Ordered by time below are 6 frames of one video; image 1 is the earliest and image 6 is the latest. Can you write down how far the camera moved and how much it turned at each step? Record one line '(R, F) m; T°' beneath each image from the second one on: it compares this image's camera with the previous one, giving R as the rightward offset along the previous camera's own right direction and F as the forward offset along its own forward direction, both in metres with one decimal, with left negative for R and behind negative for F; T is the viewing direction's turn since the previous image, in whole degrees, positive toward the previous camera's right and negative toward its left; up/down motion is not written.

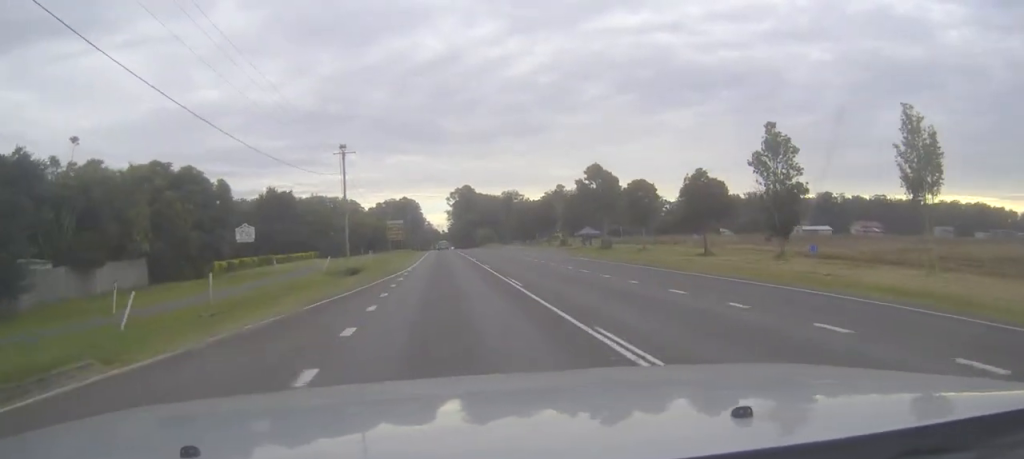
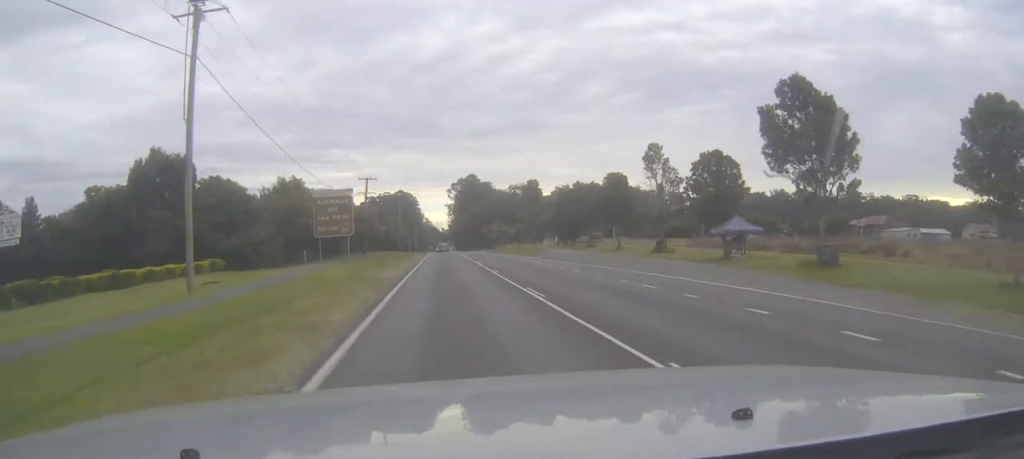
(0.0, +51.5) m; 0°
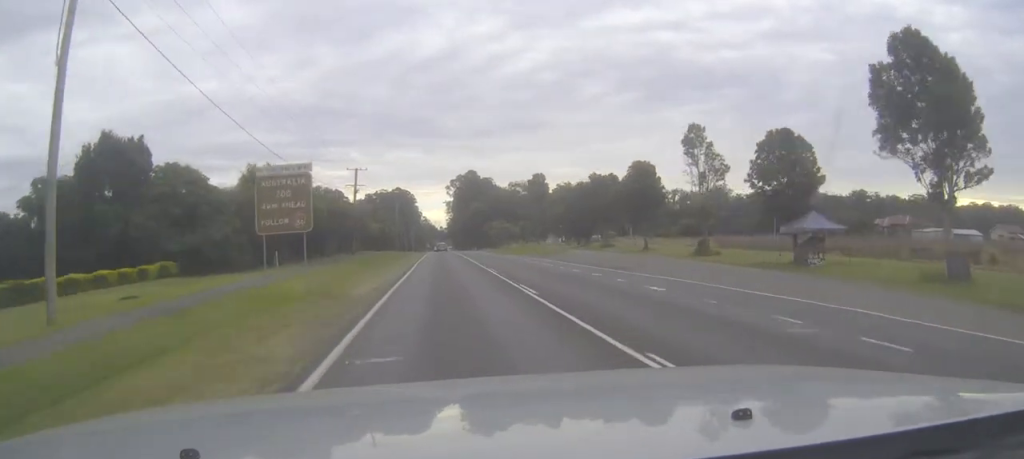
(0.0, +11.5) m; 0°
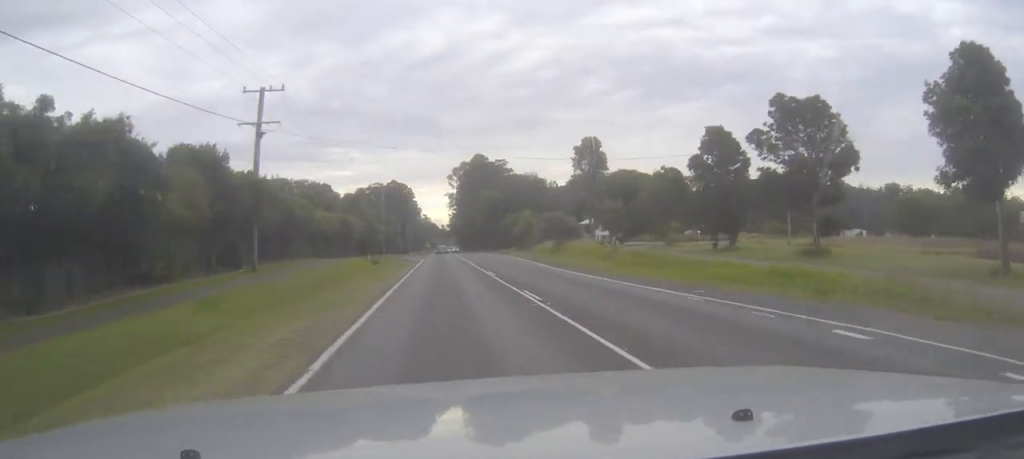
(0.0, +49.4) m; 0°
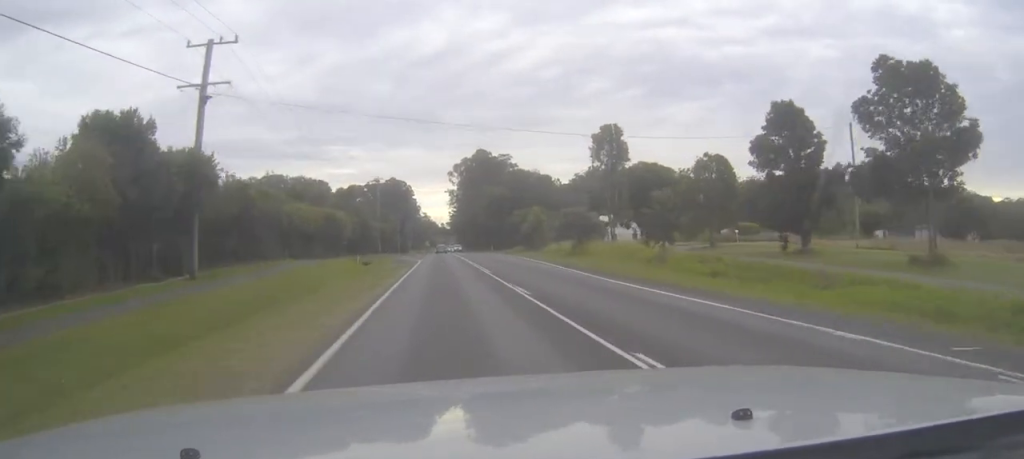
(0.0, +10.8) m; 0°
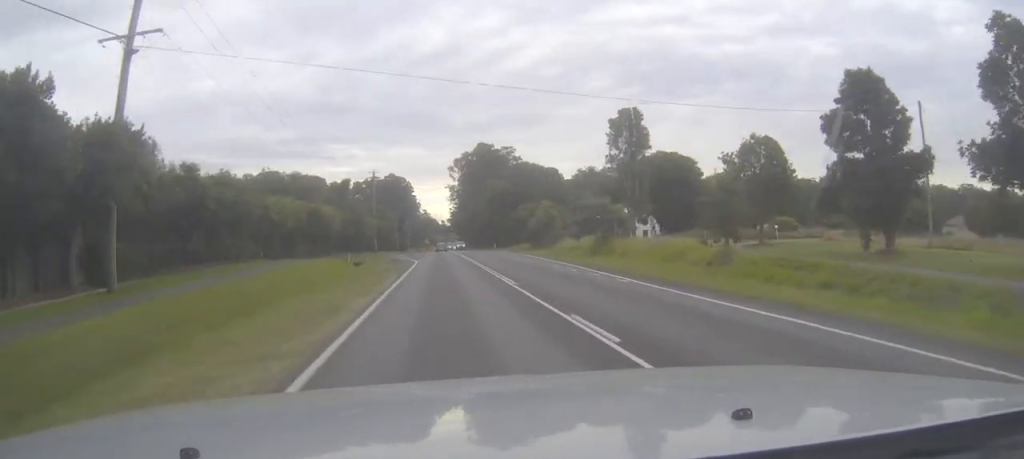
(0.0, +8.6) m; 0°
